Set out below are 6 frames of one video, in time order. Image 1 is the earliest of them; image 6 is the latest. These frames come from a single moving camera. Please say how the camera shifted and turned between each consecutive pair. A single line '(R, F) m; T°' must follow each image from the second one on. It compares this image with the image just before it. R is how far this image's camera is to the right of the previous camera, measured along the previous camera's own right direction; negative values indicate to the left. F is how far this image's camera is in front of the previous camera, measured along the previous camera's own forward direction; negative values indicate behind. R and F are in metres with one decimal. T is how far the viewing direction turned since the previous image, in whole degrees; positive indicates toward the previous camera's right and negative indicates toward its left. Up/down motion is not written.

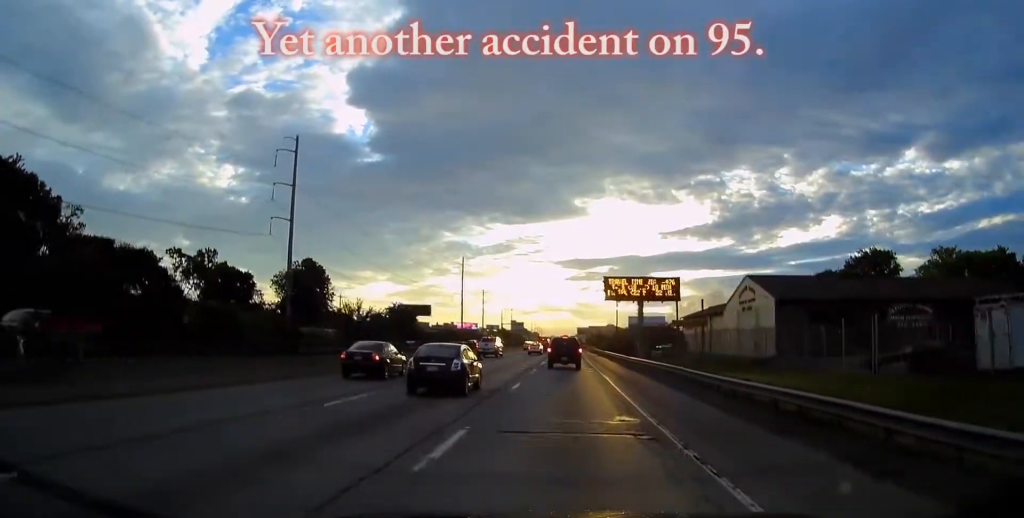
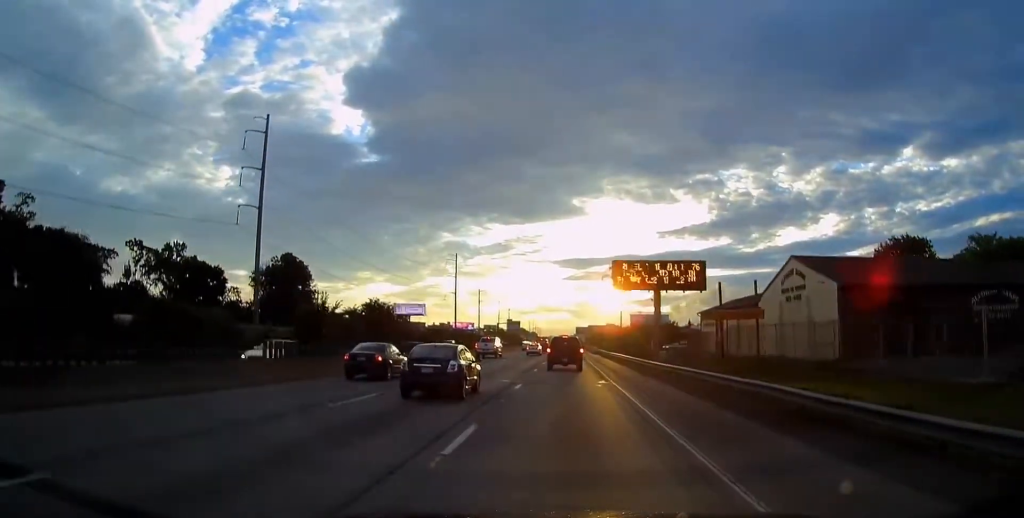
(0.0, +11.5) m; 0°
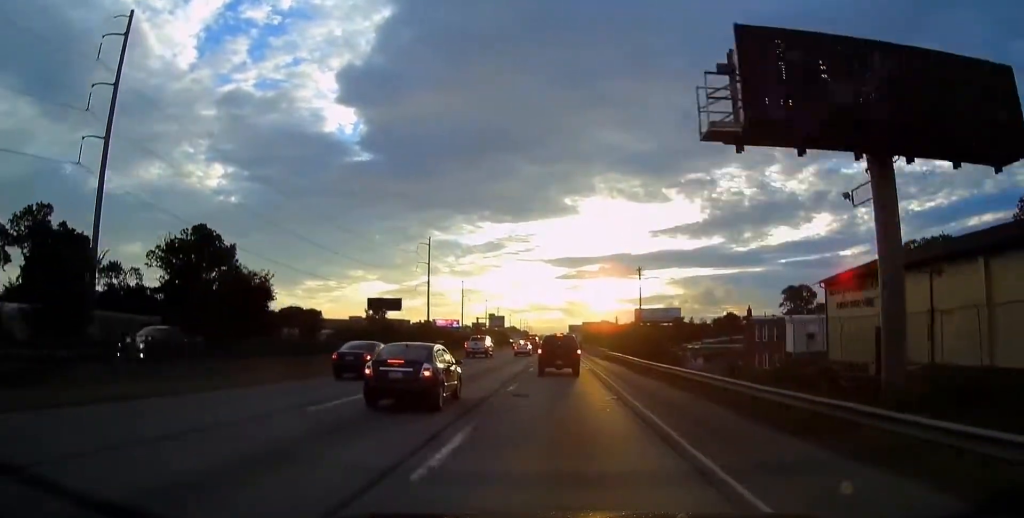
(0.0, +35.8) m; 0°
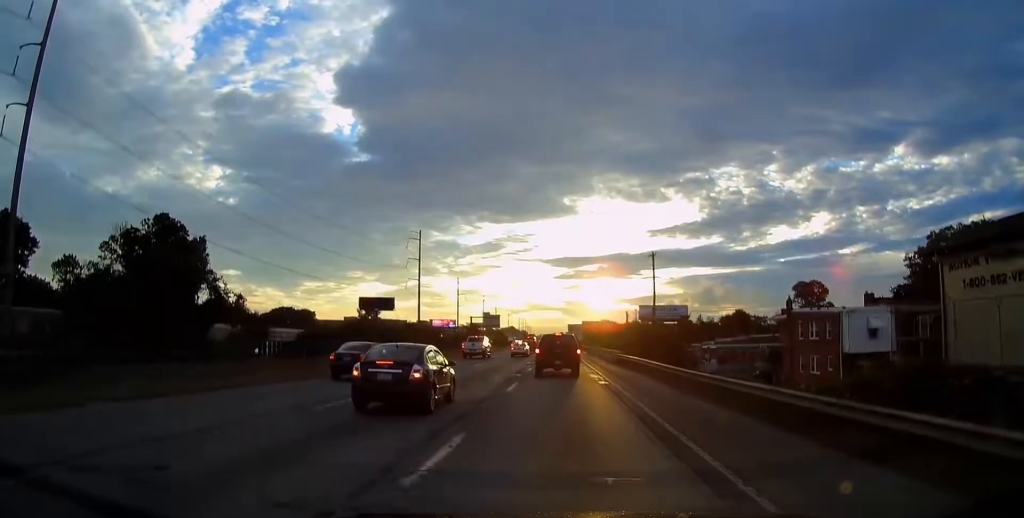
(0.0, +11.7) m; 0°
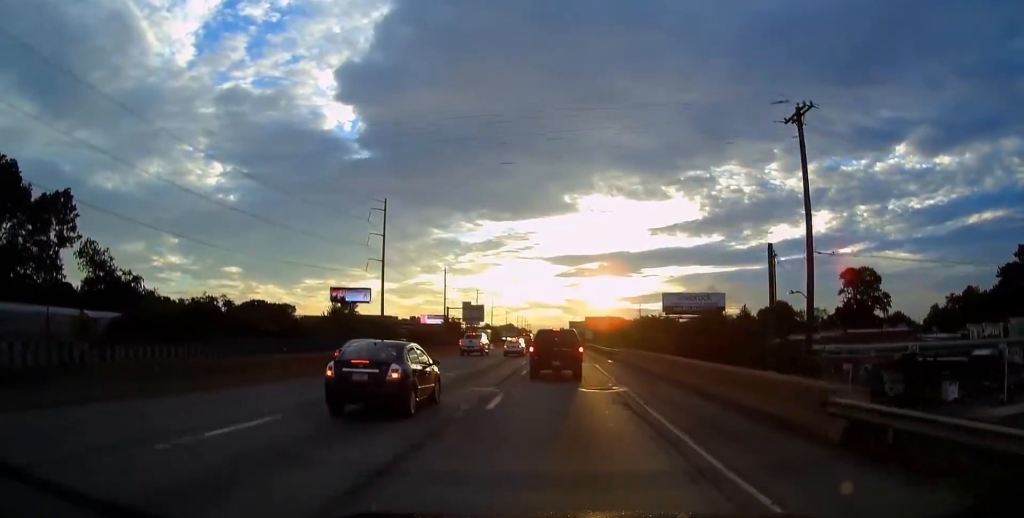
(+0.3, +39.6) m; +1°
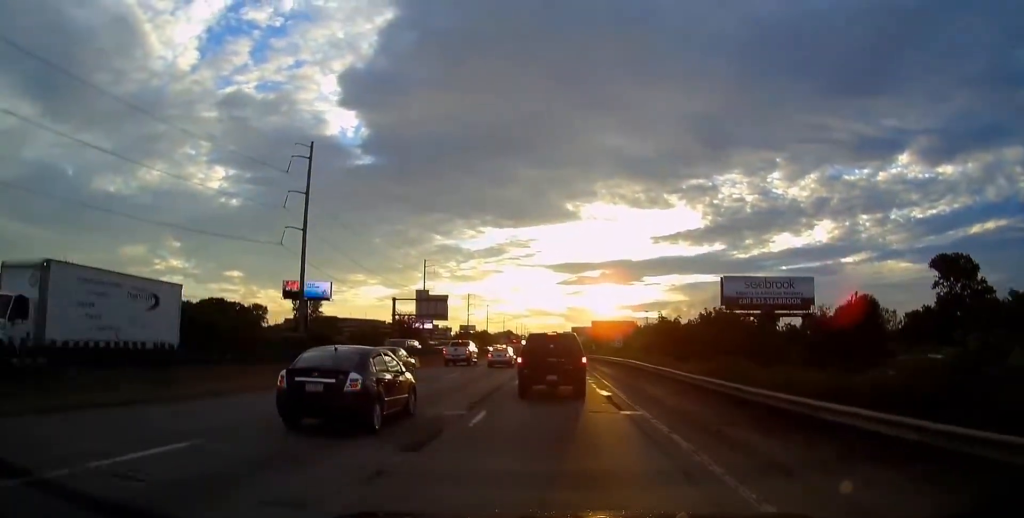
(+0.1, +48.8) m; 0°
